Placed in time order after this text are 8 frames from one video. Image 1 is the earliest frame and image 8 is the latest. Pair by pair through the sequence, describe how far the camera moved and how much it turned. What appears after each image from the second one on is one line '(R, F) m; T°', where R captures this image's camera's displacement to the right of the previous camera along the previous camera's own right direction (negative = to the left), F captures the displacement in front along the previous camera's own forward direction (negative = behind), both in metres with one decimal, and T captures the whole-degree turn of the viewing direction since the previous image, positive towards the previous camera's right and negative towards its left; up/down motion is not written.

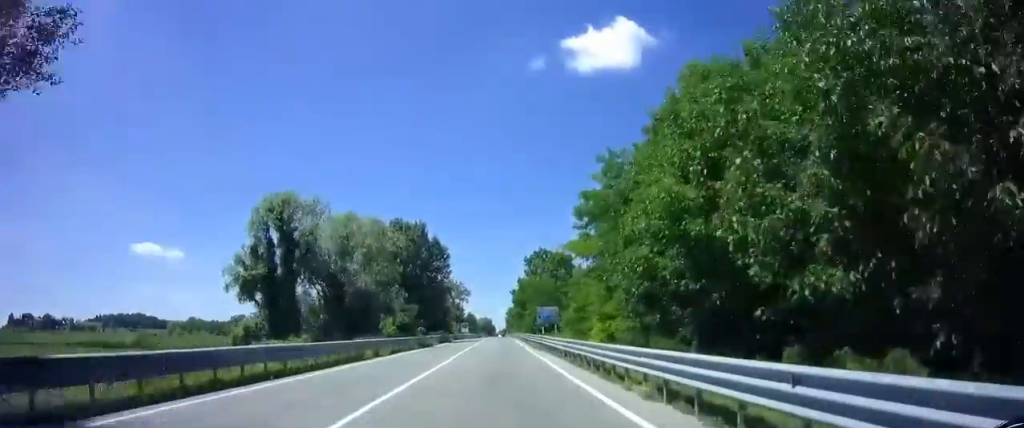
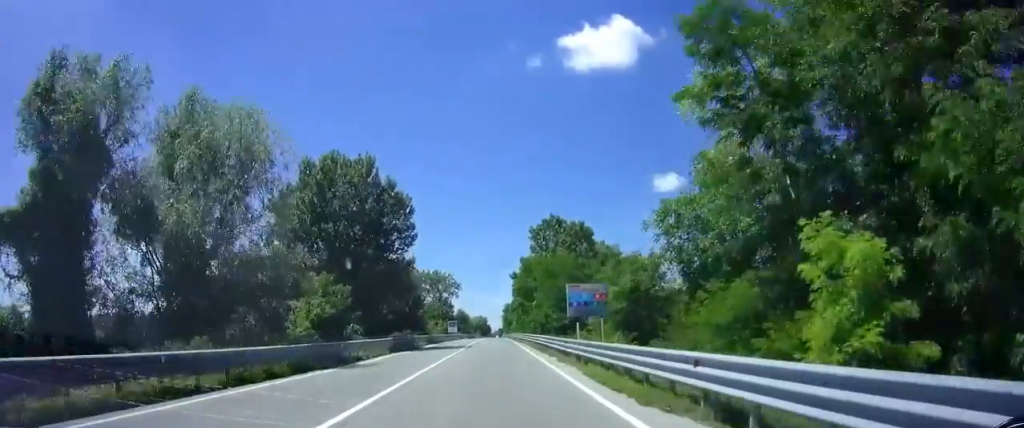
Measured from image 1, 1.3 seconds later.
(+0.4, +24.9) m; 0°
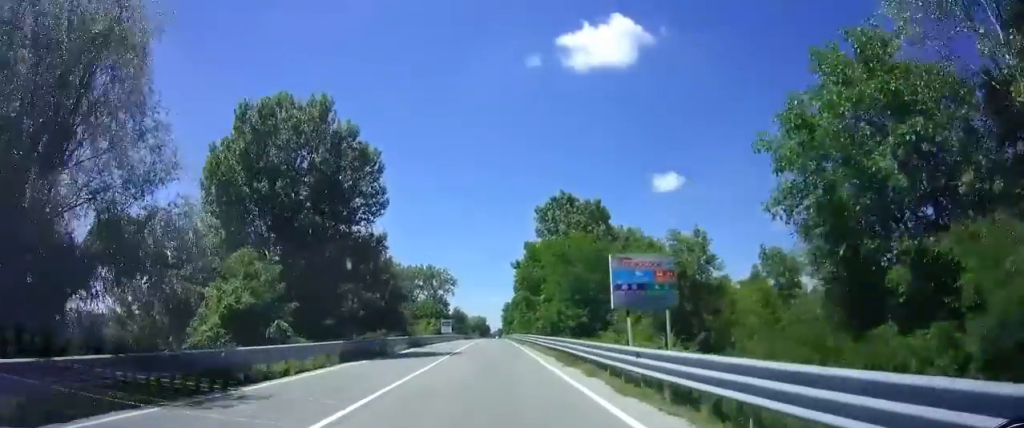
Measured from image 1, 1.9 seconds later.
(-0.1, +11.0) m; -1°
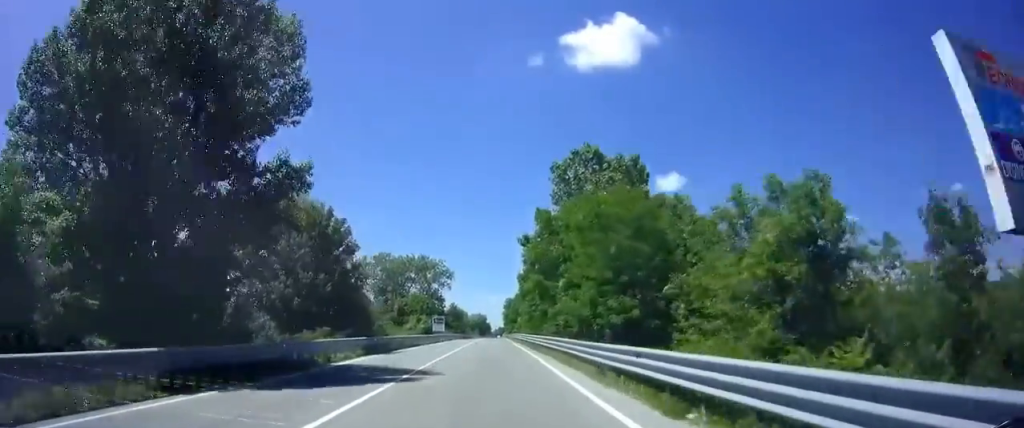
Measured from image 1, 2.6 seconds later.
(-0.3, +12.8) m; -1°
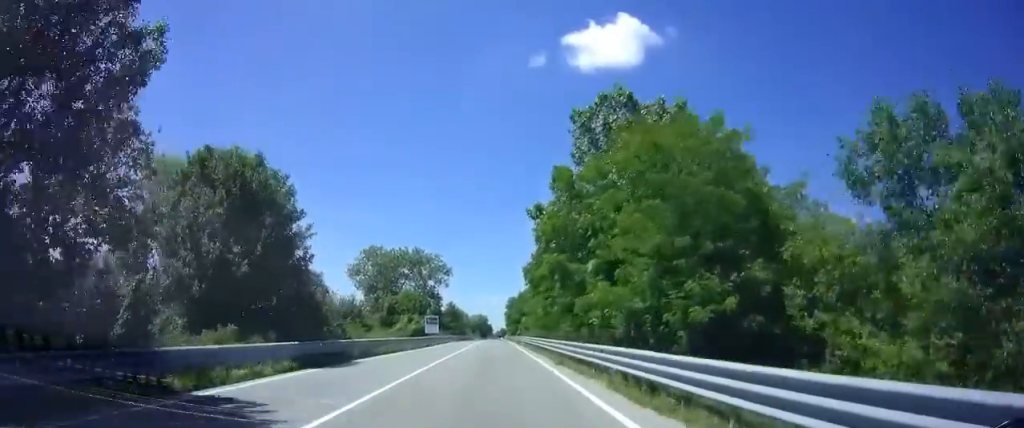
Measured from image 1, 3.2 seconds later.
(+0.2, +9.7) m; +1°
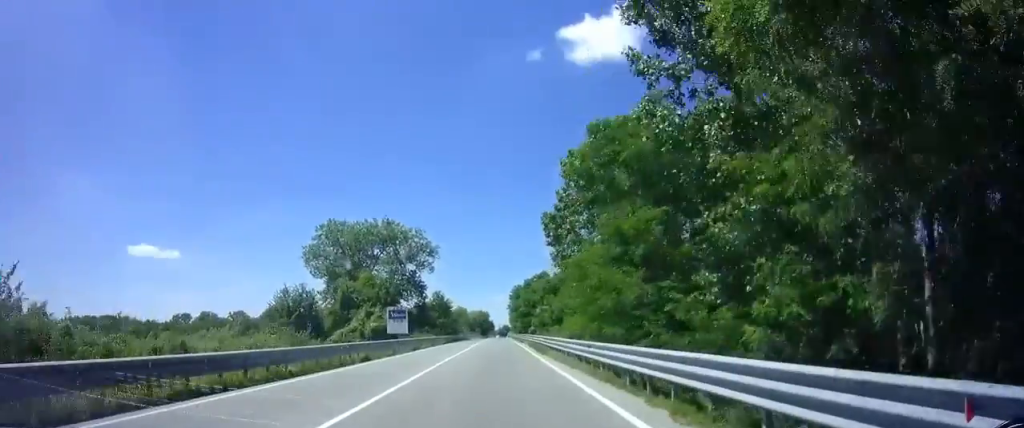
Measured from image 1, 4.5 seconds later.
(+0.3, +24.4) m; +1°
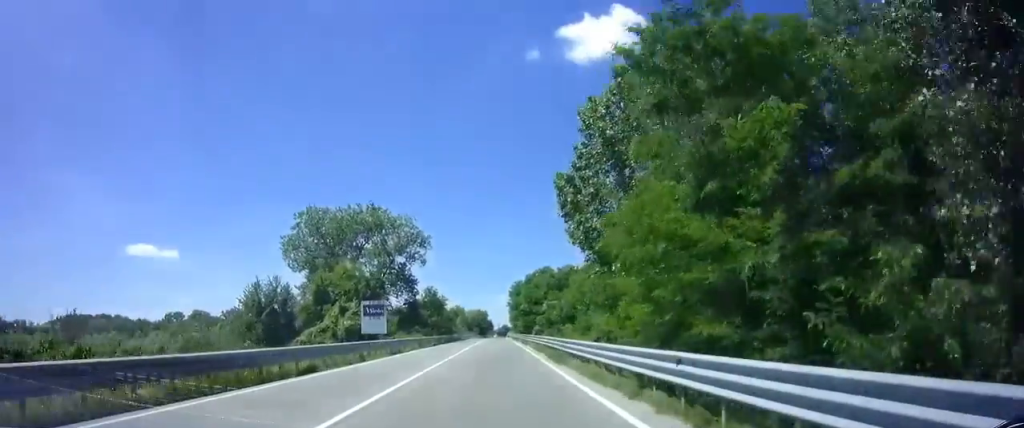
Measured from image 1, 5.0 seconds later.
(0.0, +8.6) m; 0°
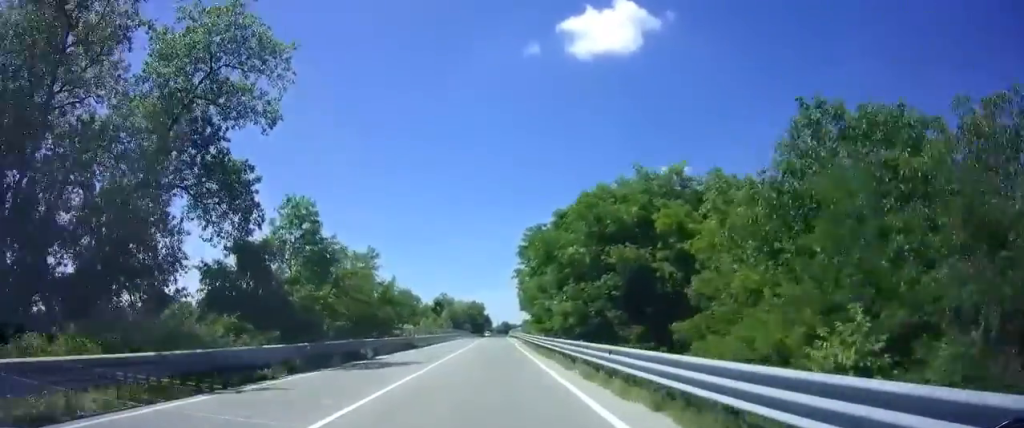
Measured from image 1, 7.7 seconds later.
(-0.7, +49.1) m; -1°
